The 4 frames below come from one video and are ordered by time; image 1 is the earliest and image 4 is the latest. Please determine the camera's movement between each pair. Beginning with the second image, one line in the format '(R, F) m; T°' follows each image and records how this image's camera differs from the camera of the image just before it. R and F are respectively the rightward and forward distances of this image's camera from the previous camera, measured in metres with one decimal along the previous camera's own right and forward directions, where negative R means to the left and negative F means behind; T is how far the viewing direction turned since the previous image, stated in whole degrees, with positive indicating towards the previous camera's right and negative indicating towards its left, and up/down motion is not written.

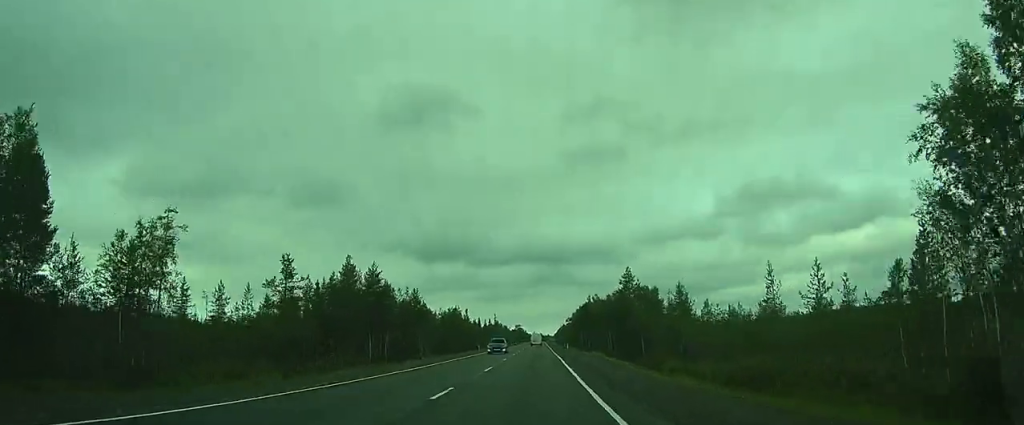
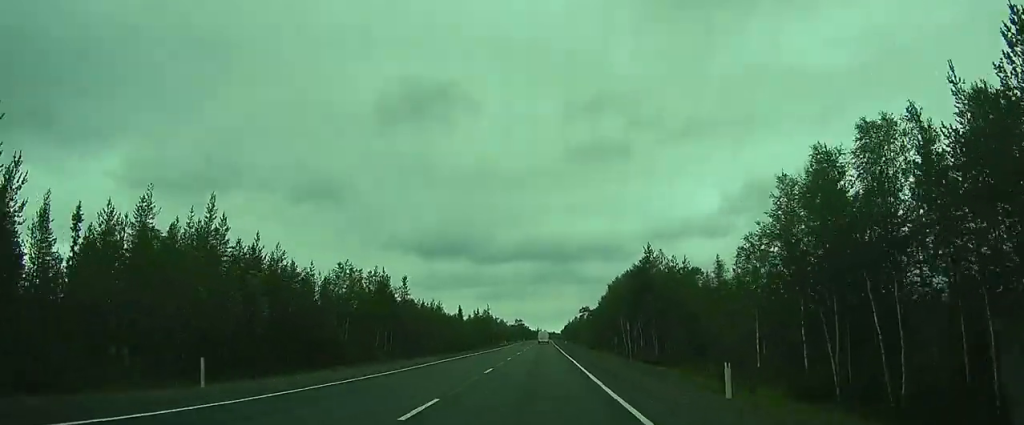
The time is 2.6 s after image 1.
(-0.2, +62.0) m; 0°
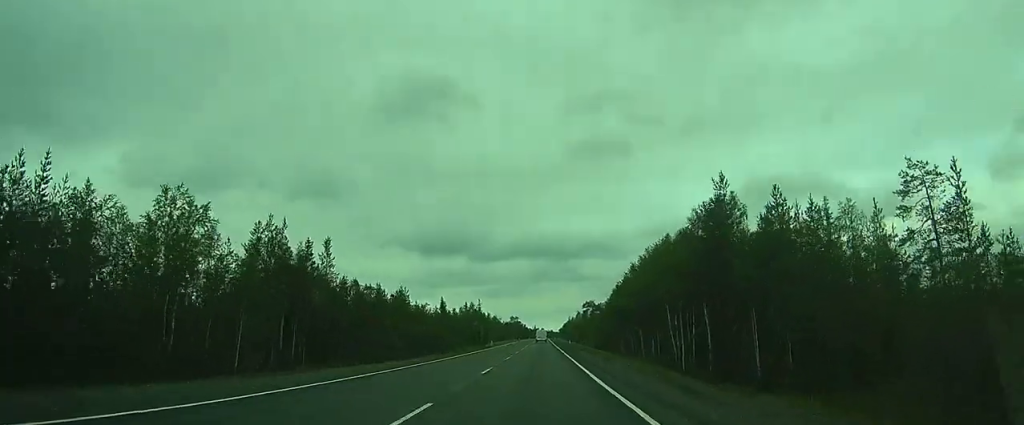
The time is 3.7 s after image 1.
(0.0, +24.5) m; 0°
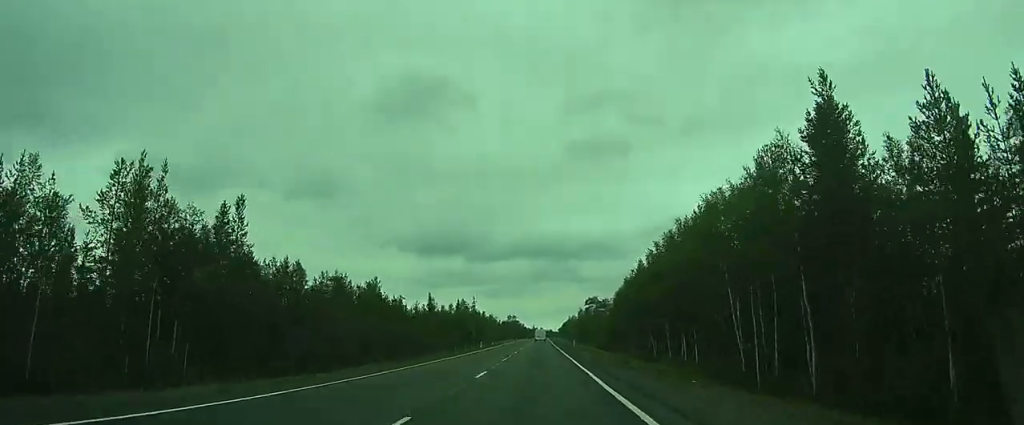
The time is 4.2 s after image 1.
(0.0, +13.4) m; 0°
